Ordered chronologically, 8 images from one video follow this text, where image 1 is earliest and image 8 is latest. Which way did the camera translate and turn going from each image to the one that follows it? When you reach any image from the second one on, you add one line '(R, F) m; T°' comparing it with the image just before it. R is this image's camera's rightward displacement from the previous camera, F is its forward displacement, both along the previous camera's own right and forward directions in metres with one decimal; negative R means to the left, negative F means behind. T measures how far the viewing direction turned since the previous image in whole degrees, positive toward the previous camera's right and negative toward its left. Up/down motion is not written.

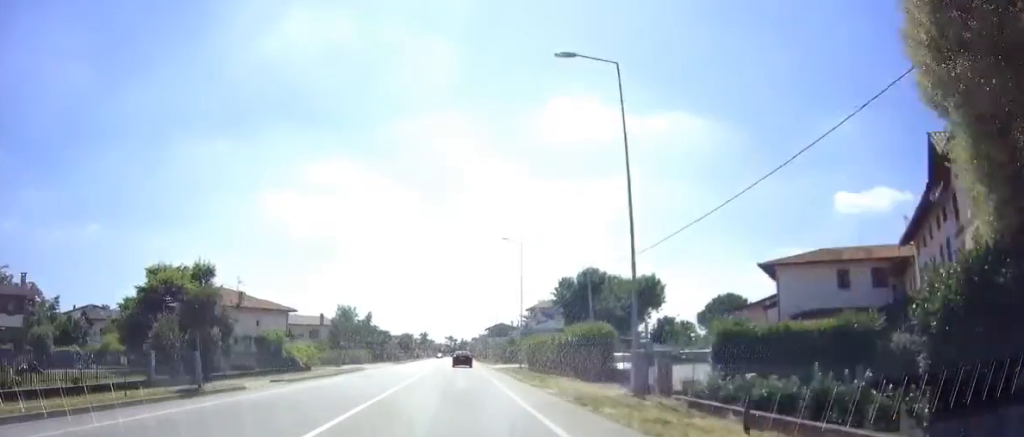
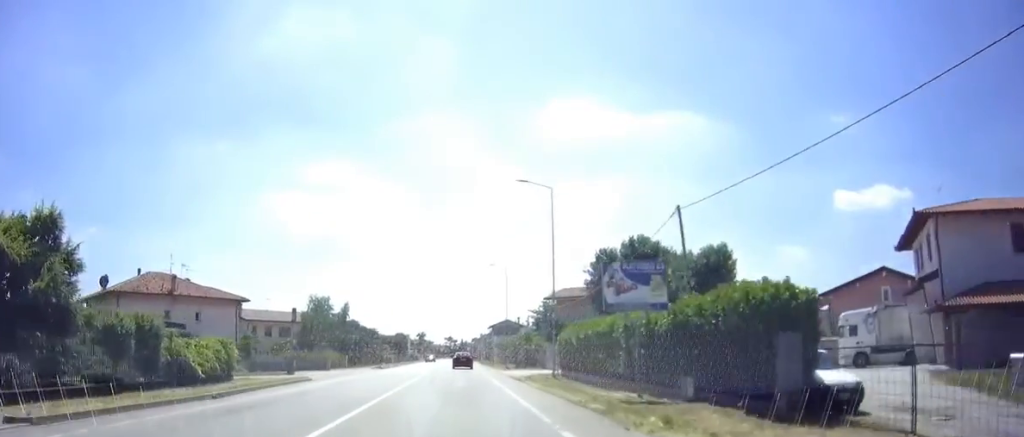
(-0.1, +17.3) m; 0°
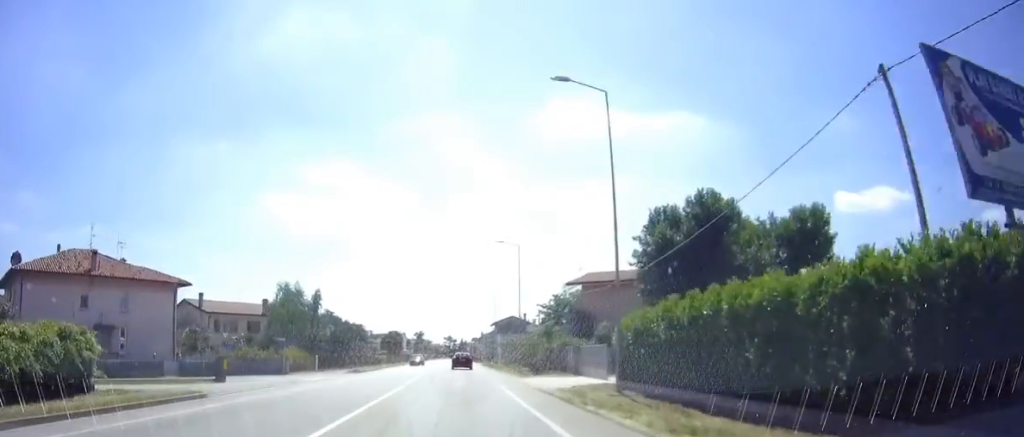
(0.0, +12.9) m; 0°
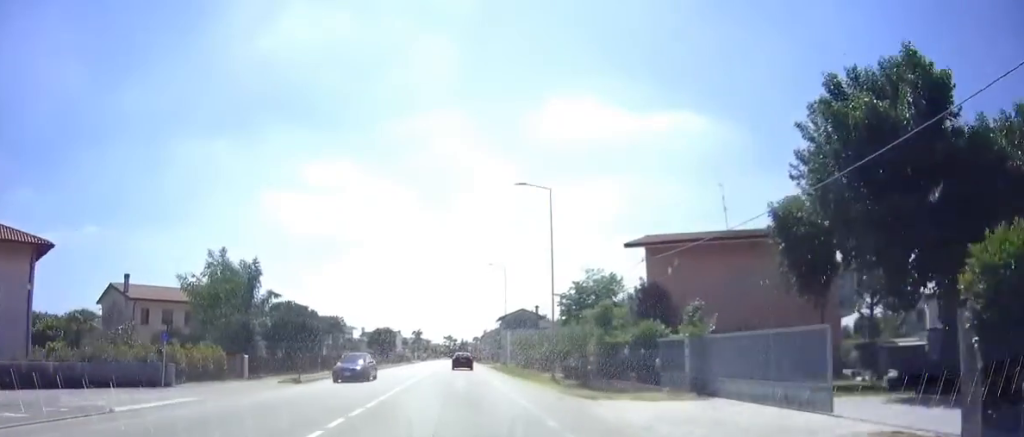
(0.0, +16.9) m; 0°
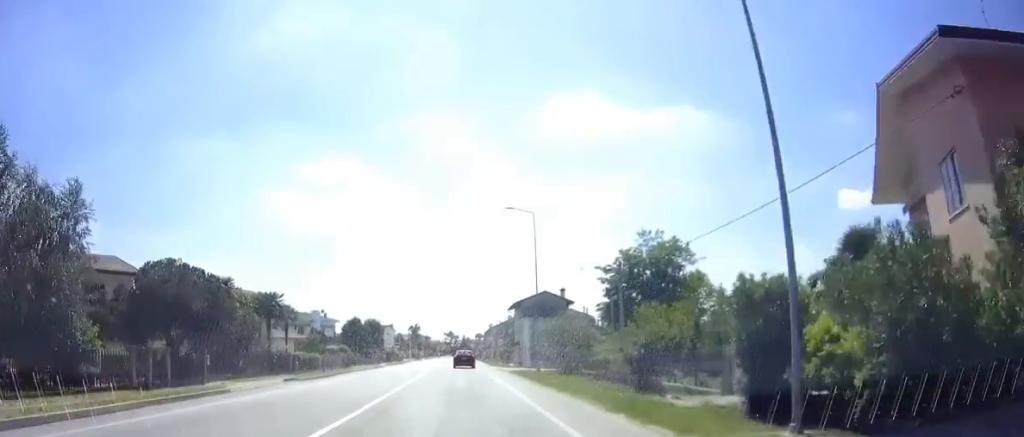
(+0.1, +23.2) m; 0°
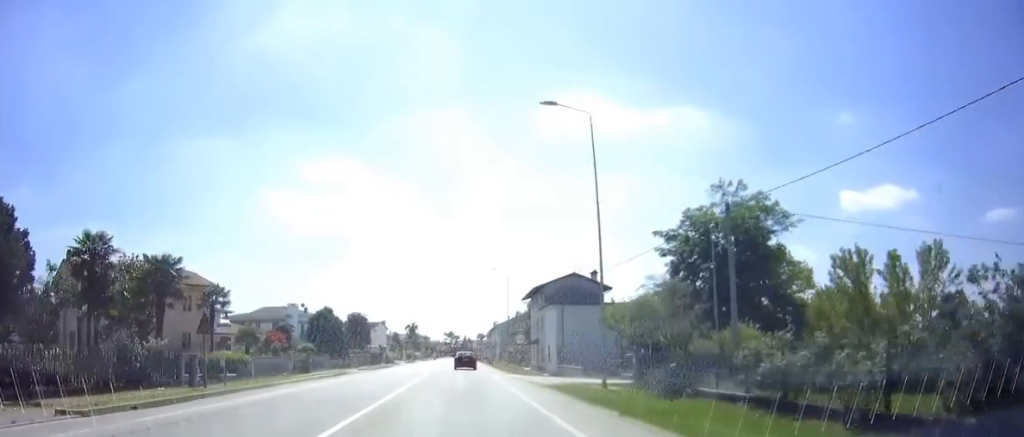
(0.0, +17.6) m; 0°
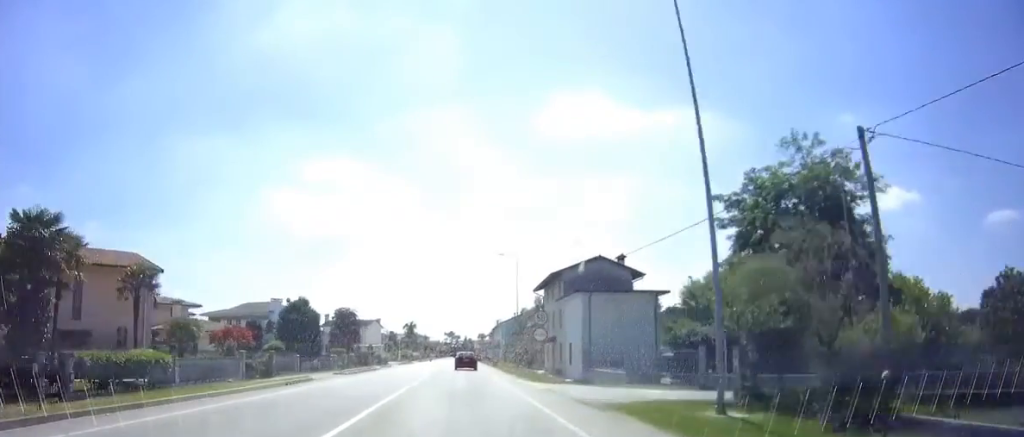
(0.0, +9.6) m; 0°
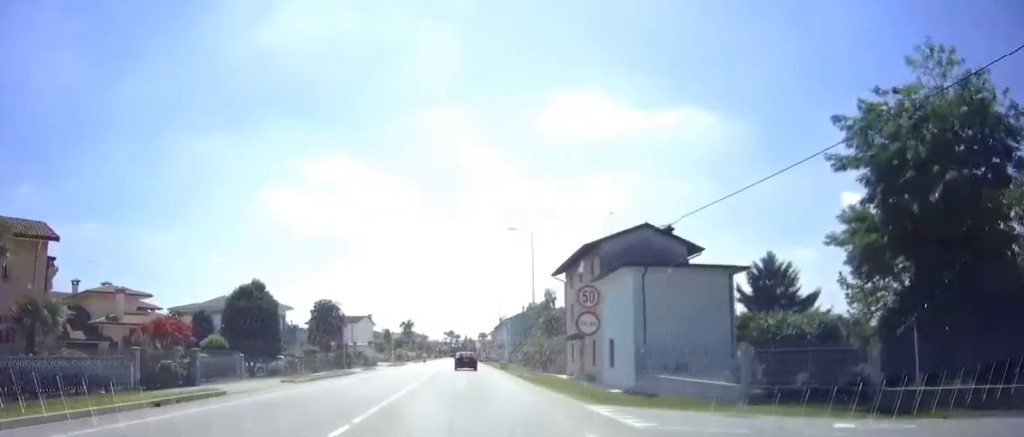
(0.0, +11.4) m; 0°
